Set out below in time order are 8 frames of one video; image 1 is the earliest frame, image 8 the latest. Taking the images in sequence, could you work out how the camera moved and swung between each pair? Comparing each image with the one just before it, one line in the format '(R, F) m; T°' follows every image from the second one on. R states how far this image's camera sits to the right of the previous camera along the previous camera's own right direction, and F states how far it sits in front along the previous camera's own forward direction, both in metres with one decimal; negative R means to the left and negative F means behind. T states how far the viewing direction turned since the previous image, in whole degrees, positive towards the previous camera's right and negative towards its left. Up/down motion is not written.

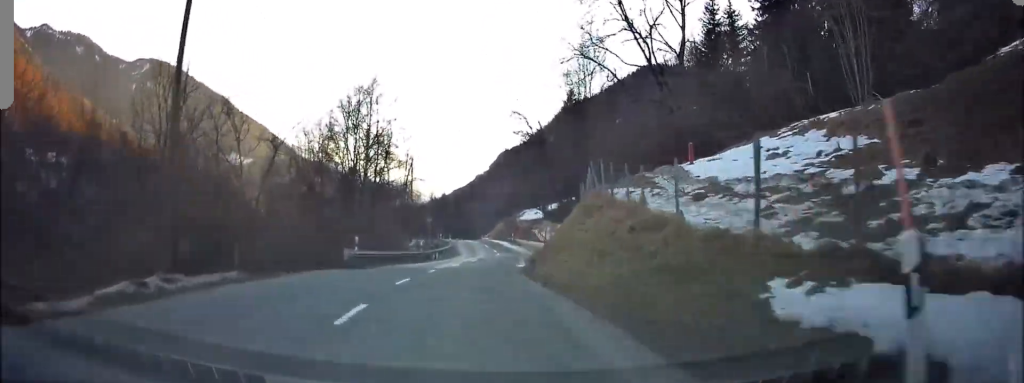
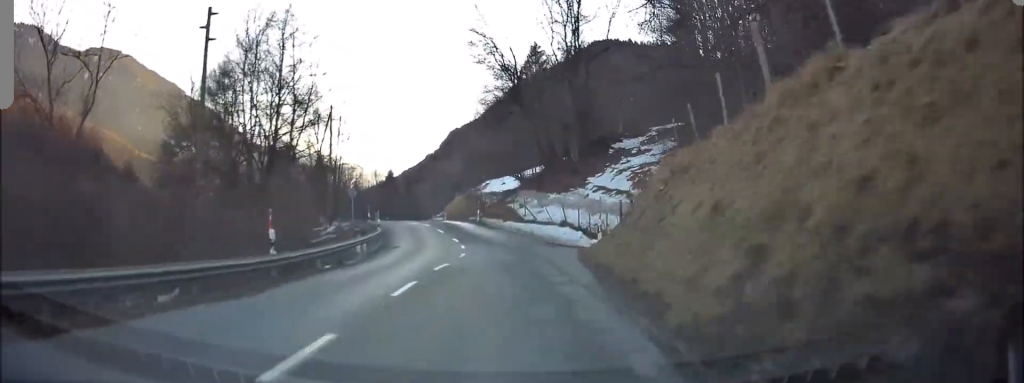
(+0.9, +23.1) m; +3°
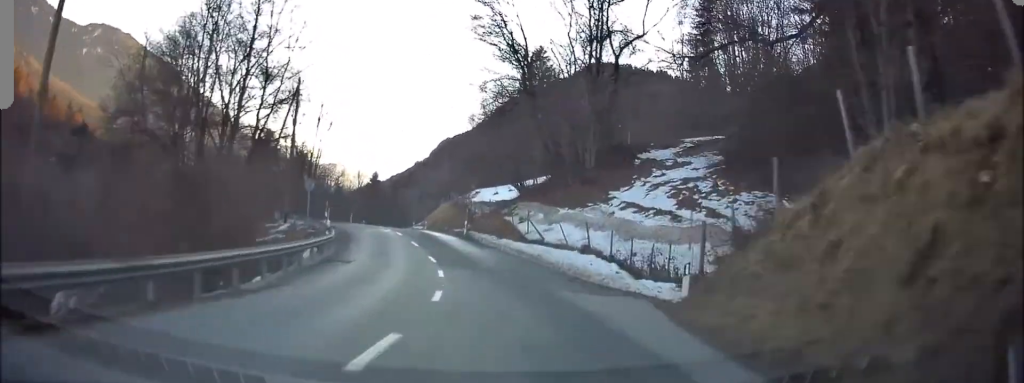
(-0.1, +9.1) m; 0°
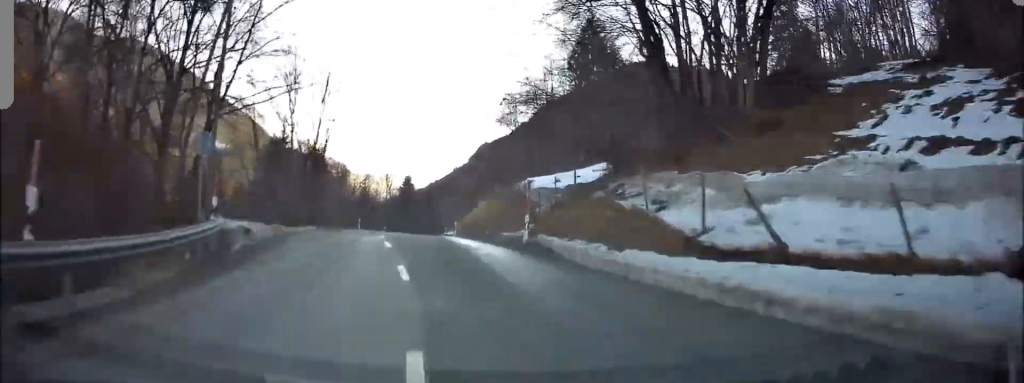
(-0.1, +18.7) m; 0°
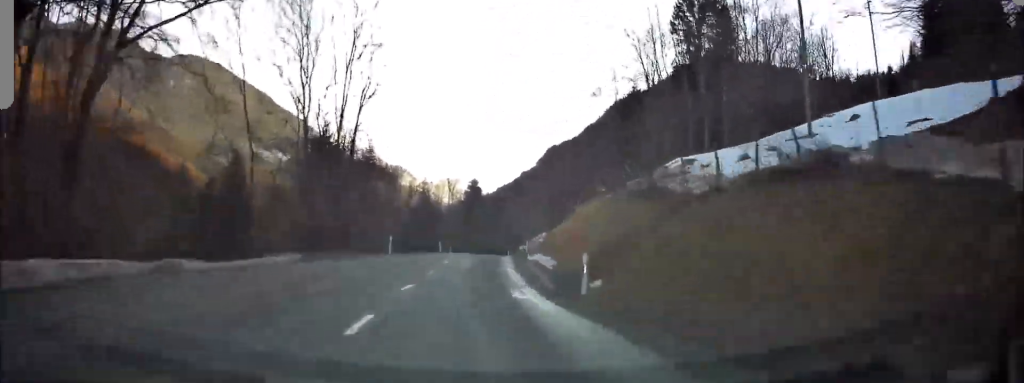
(+0.2, +20.9) m; 0°
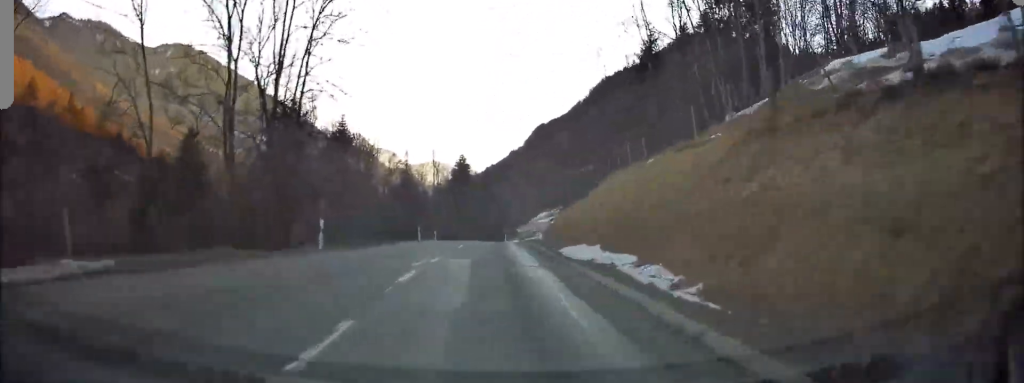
(0.0, +14.3) m; -1°
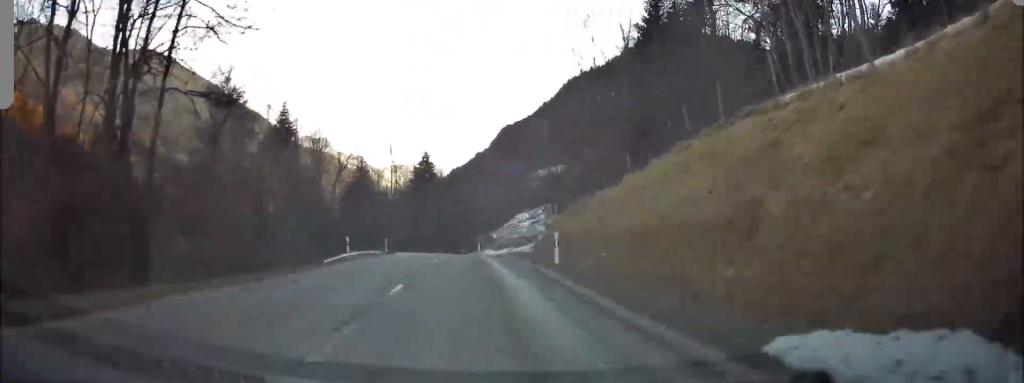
(-0.3, +14.6) m; -1°
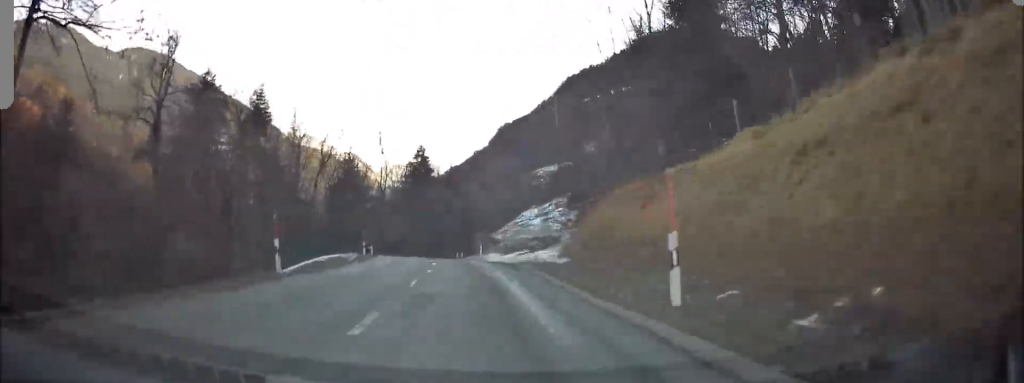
(-0.1, +9.5) m; 0°
